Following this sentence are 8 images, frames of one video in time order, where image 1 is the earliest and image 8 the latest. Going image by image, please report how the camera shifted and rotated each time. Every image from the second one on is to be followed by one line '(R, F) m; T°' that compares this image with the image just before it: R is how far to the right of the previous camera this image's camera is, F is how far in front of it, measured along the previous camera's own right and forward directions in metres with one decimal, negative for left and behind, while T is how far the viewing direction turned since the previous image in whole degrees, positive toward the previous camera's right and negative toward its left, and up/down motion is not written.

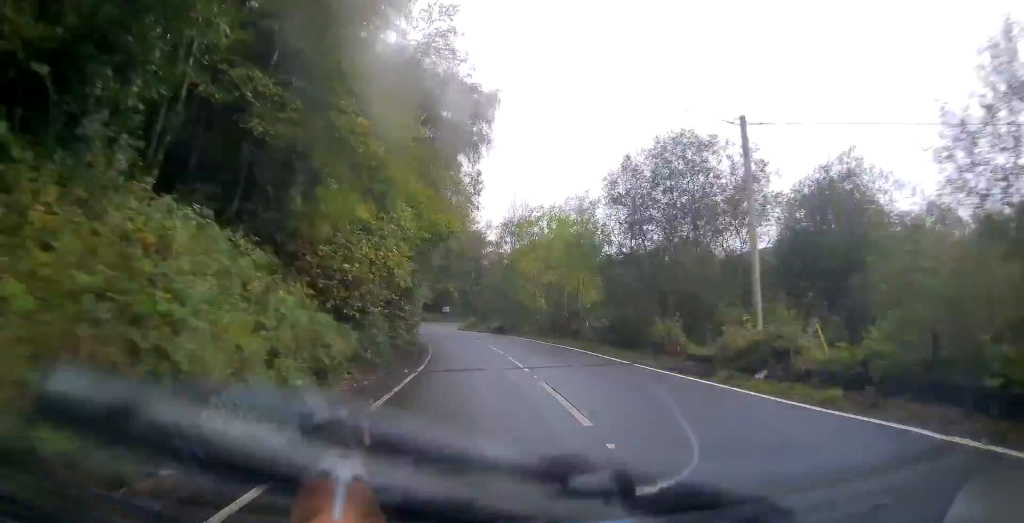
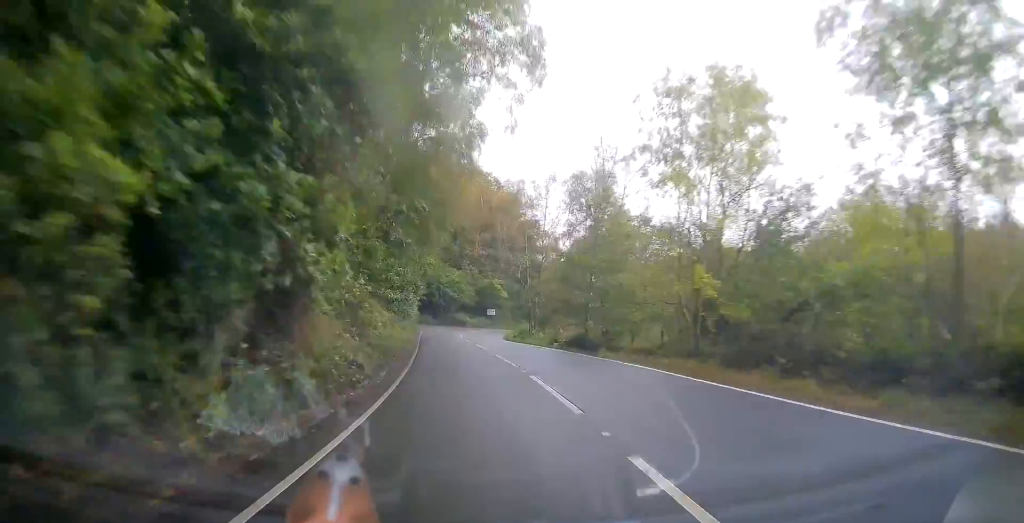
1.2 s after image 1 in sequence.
(-0.3, +26.2) m; -1°
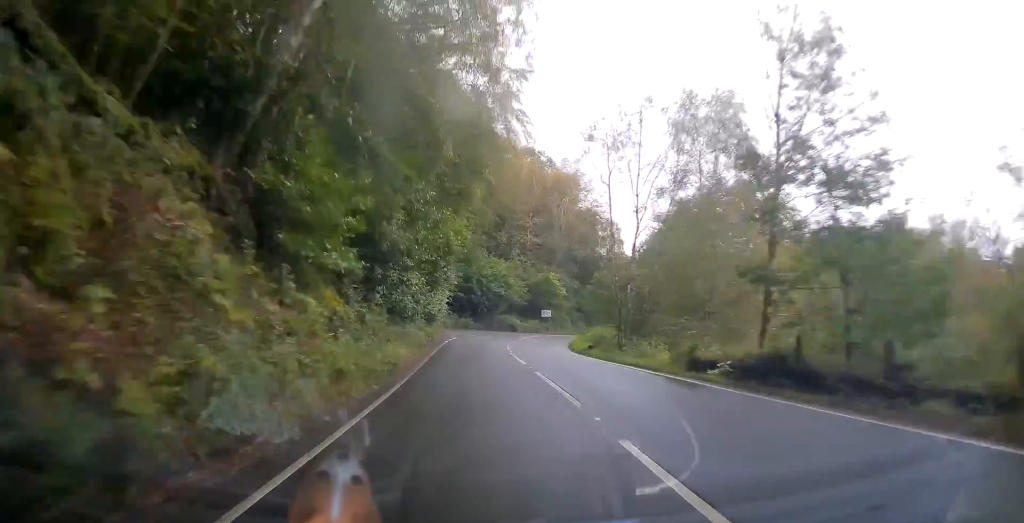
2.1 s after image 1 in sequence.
(-0.1, +17.4) m; -2°
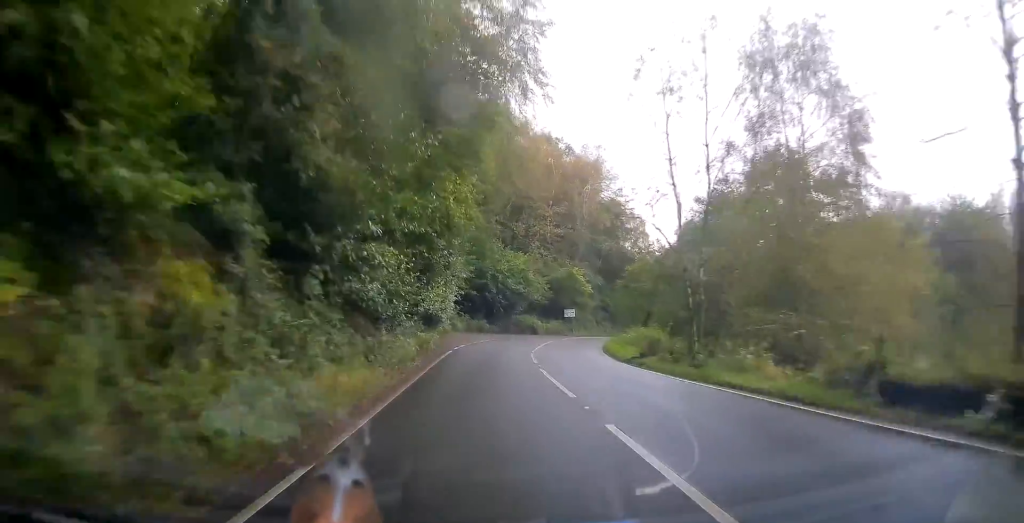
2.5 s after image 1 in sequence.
(+0.3, +8.2) m; -1°
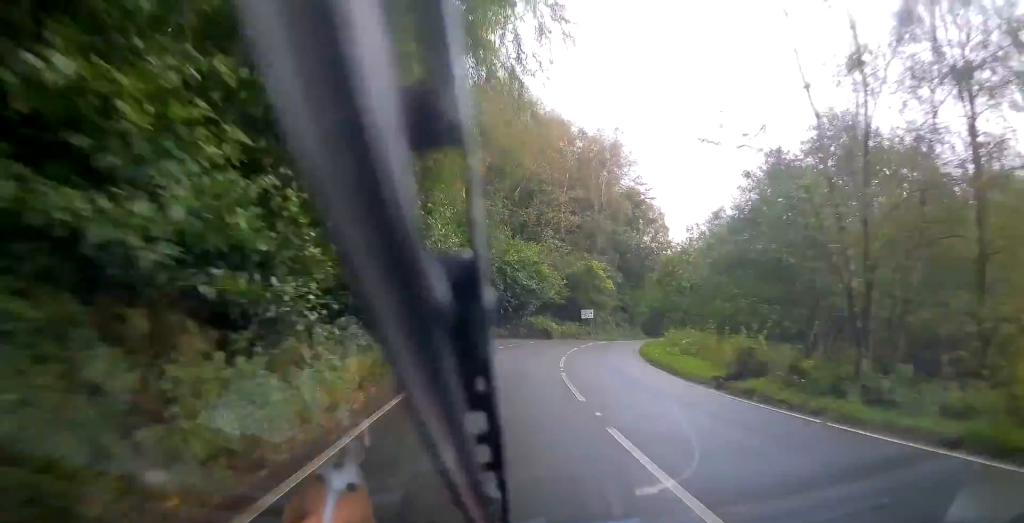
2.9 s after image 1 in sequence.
(-0.4, +9.1) m; -2°
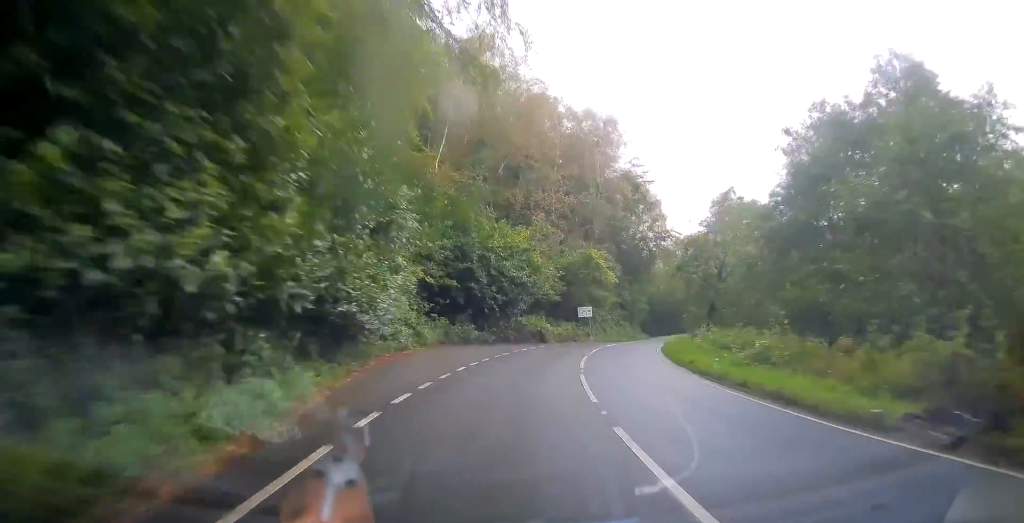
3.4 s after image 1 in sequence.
(-0.4, +8.9) m; -2°
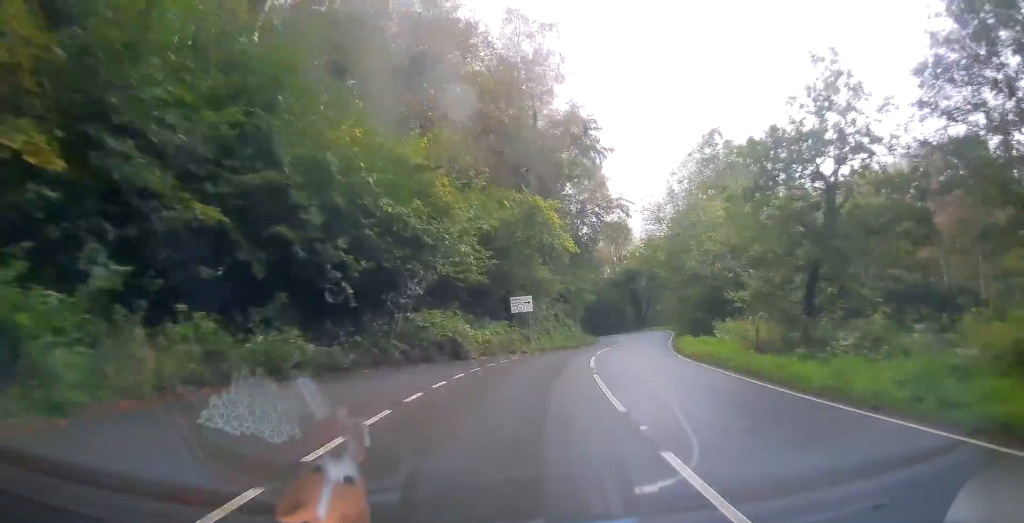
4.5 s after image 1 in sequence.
(-0.3, +20.2) m; +4°
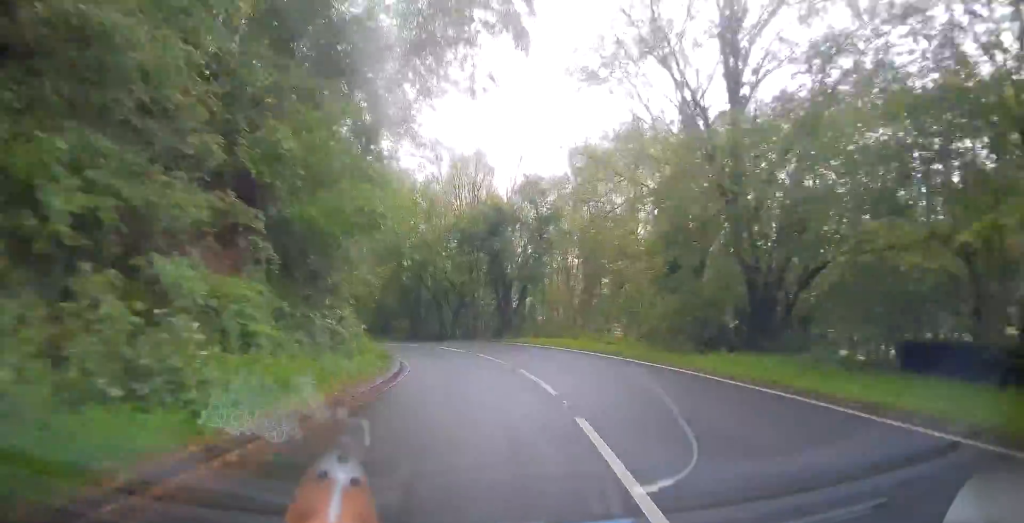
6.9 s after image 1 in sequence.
(+7.0, +42.2) m; +14°
